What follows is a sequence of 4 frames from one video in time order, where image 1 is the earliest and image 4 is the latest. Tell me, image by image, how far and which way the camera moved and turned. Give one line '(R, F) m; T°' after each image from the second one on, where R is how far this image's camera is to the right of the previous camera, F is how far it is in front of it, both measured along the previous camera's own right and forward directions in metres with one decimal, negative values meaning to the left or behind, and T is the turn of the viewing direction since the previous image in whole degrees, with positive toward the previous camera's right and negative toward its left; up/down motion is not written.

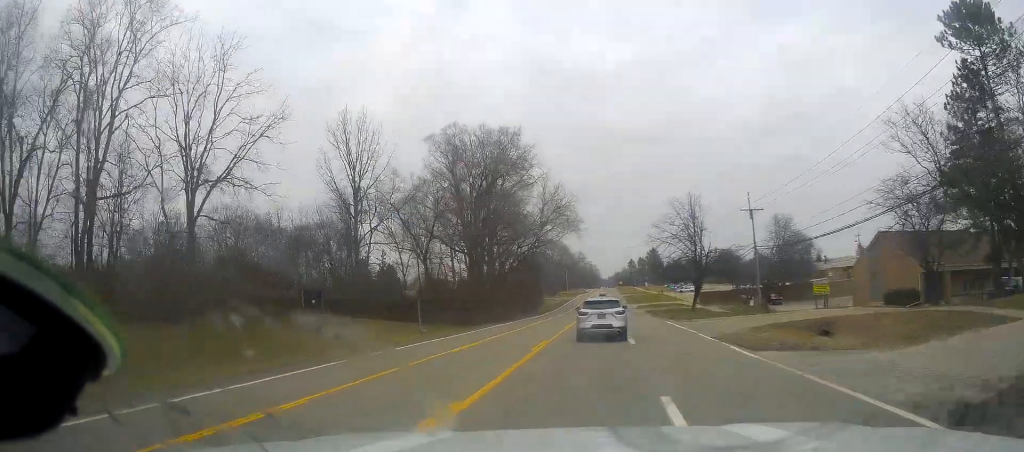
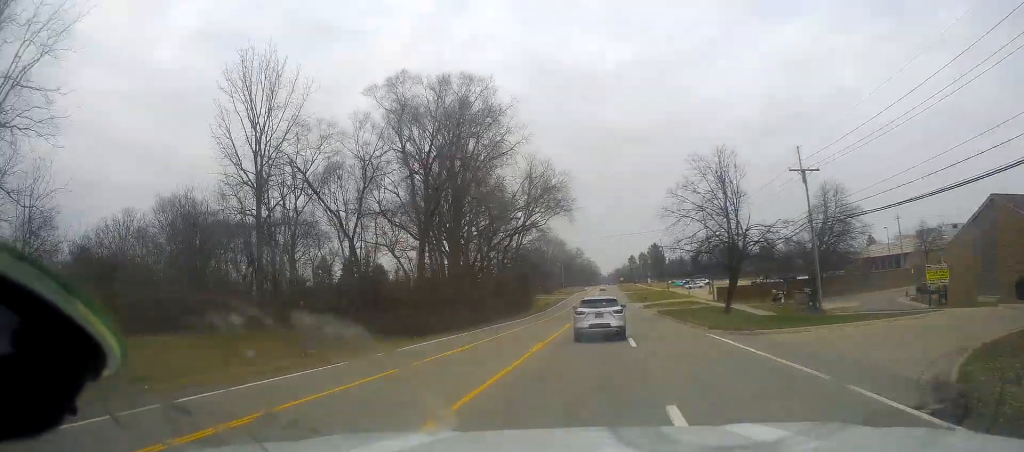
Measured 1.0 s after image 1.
(-0.6, +16.7) m; -1°
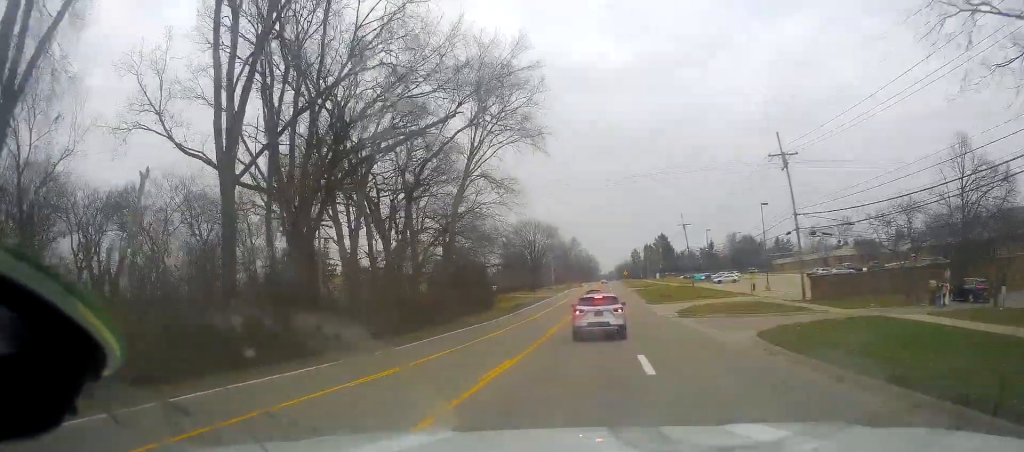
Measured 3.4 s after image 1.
(+0.6, +37.6) m; +1°
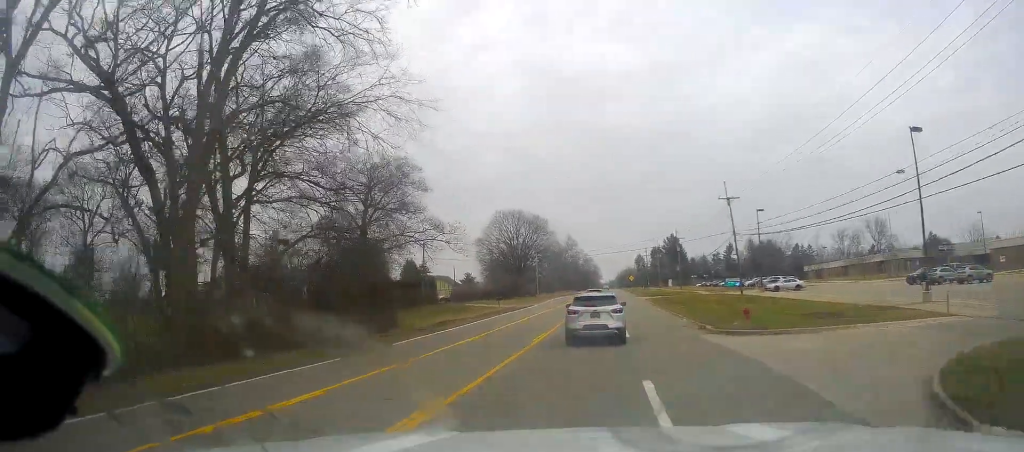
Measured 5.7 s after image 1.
(-0.5, +35.3) m; 0°
